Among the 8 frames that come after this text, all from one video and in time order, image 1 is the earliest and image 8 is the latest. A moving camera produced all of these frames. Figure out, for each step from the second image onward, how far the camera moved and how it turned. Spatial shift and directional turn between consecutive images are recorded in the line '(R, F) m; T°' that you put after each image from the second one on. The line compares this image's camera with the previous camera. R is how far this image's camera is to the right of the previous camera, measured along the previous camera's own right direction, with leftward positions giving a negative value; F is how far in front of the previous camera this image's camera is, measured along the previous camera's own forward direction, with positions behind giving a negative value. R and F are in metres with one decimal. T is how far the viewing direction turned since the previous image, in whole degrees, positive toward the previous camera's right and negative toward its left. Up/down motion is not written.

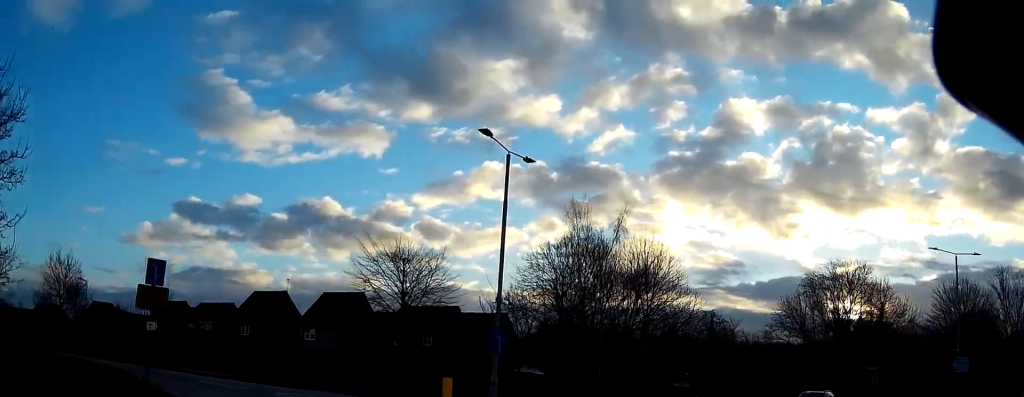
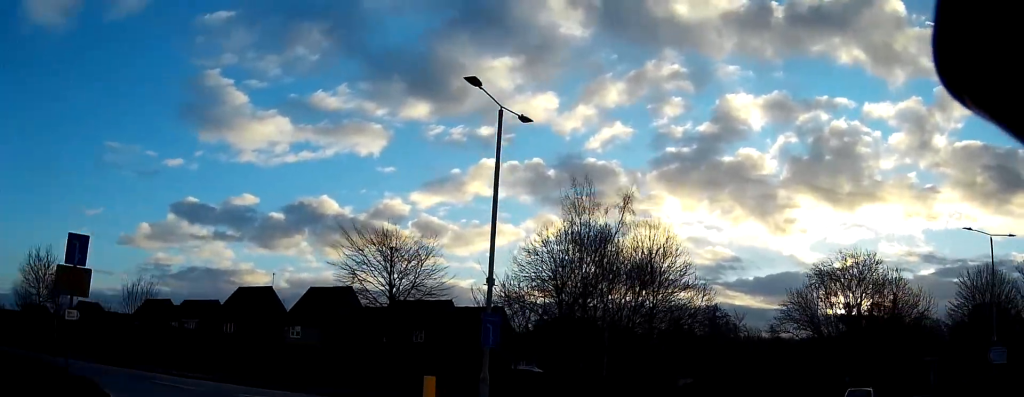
(0.0, +4.0) m; +2°
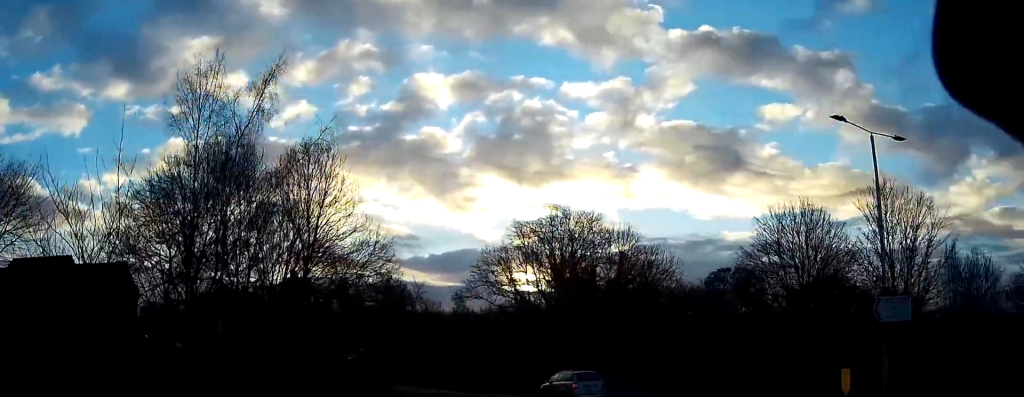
(+2.2, +13.4) m; +20°
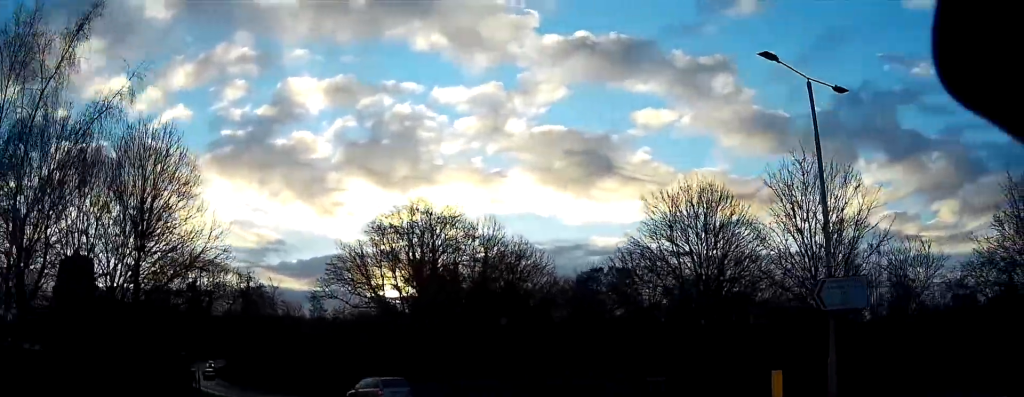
(+0.3, +5.0) m; +6°
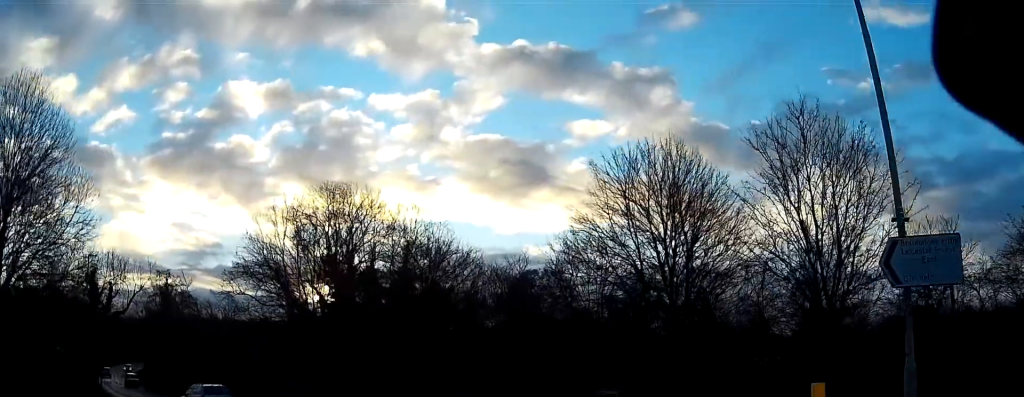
(+0.6, +7.1) m; +2°
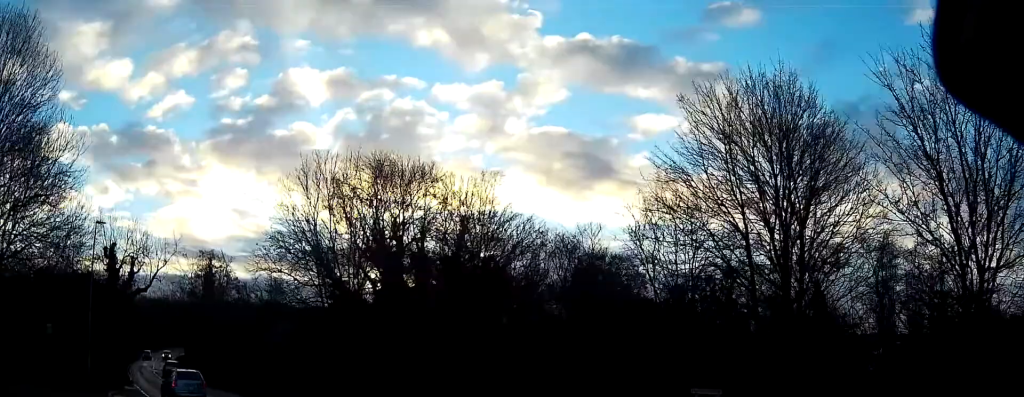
(-0.1, +5.8) m; -5°
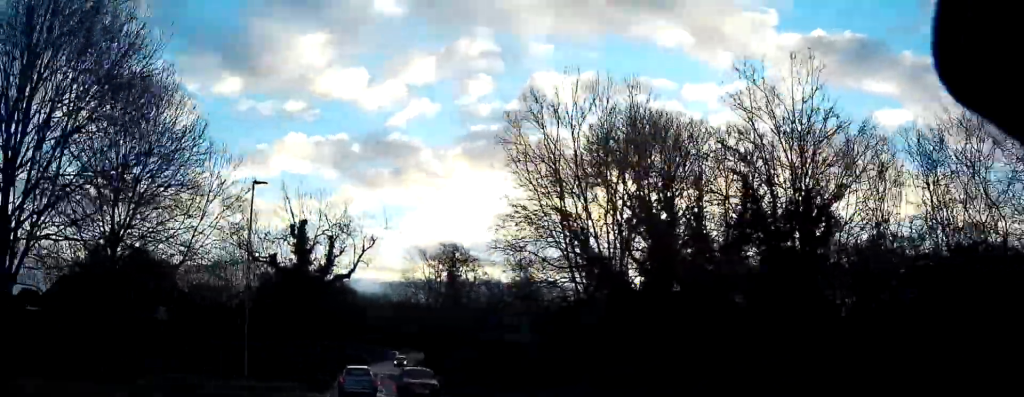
(-1.0, +10.0) m; -14°
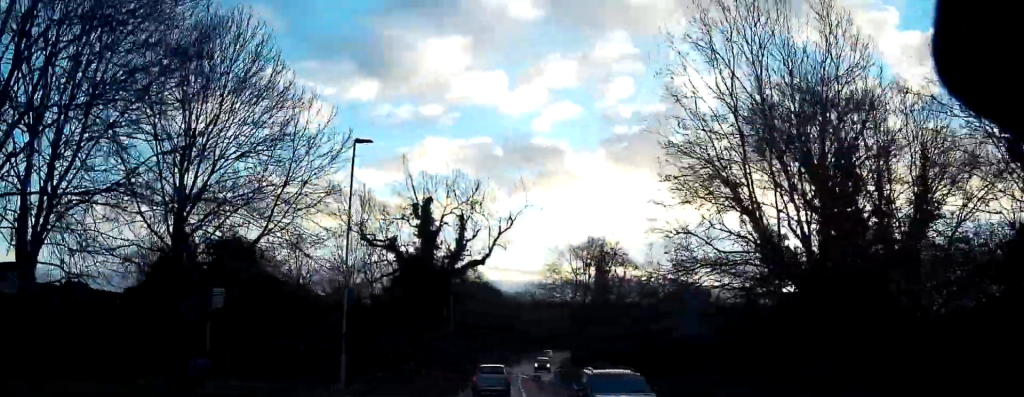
(-0.4, +6.1) m; -8°
